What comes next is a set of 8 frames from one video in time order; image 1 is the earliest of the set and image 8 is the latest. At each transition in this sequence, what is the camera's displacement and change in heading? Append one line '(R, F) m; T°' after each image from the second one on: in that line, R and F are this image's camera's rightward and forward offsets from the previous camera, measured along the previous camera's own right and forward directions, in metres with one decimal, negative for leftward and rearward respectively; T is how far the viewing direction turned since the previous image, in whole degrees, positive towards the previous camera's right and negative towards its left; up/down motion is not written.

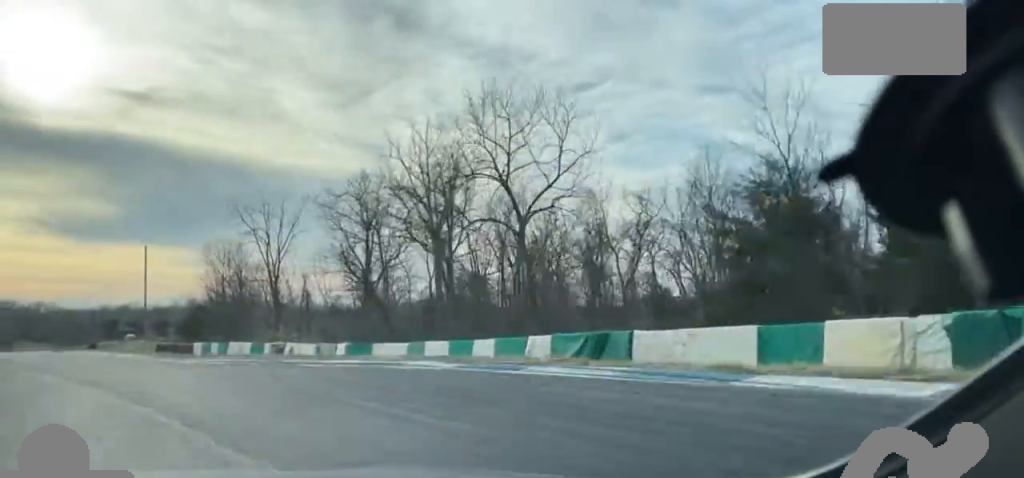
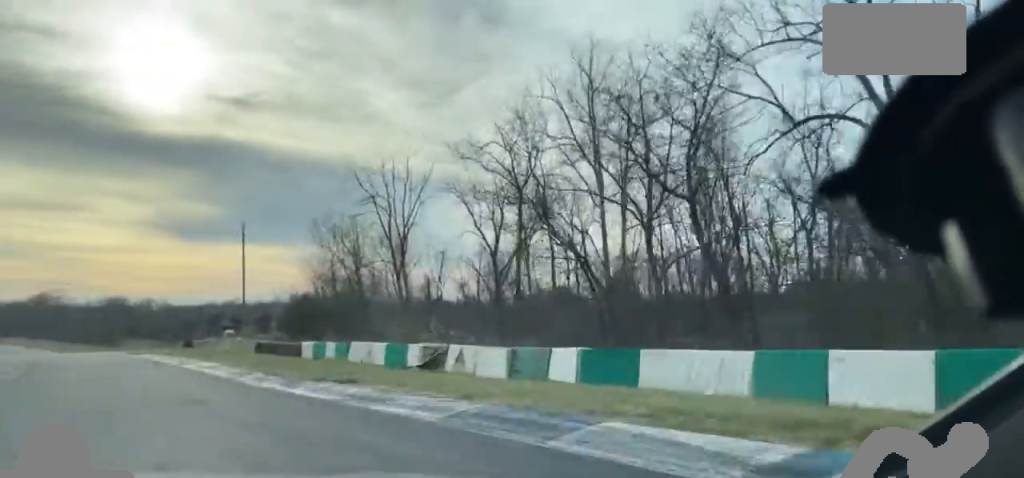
(-2.1, +19.6) m; -7°
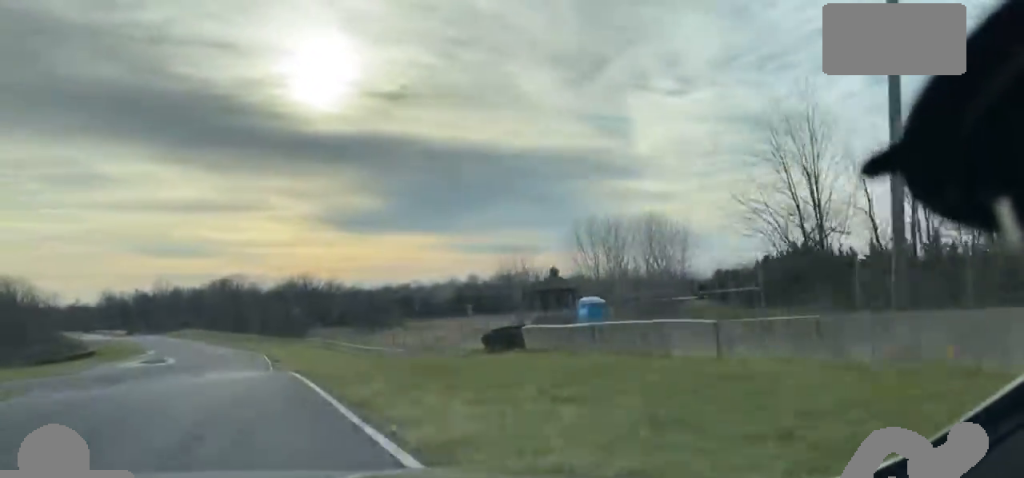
(-9.8, +72.1) m; -10°
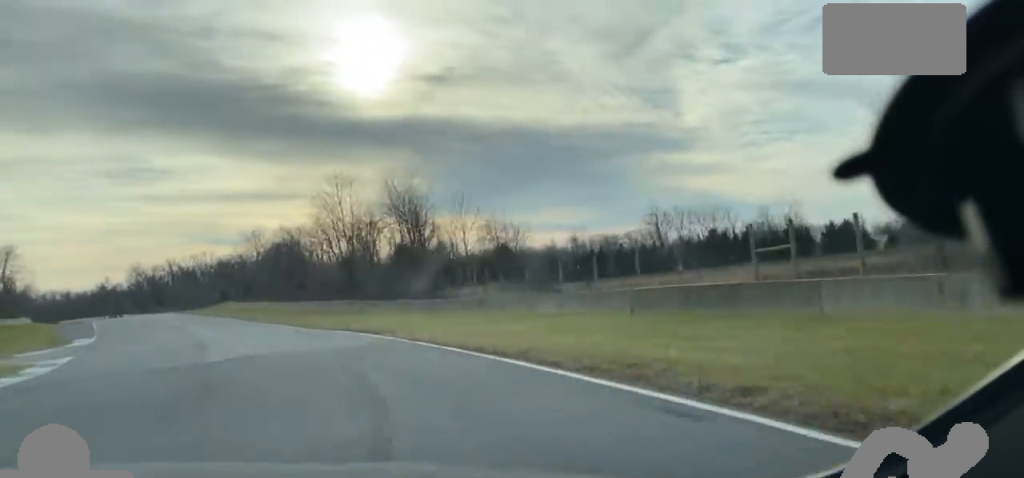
(-0.5, +89.2) m; -3°
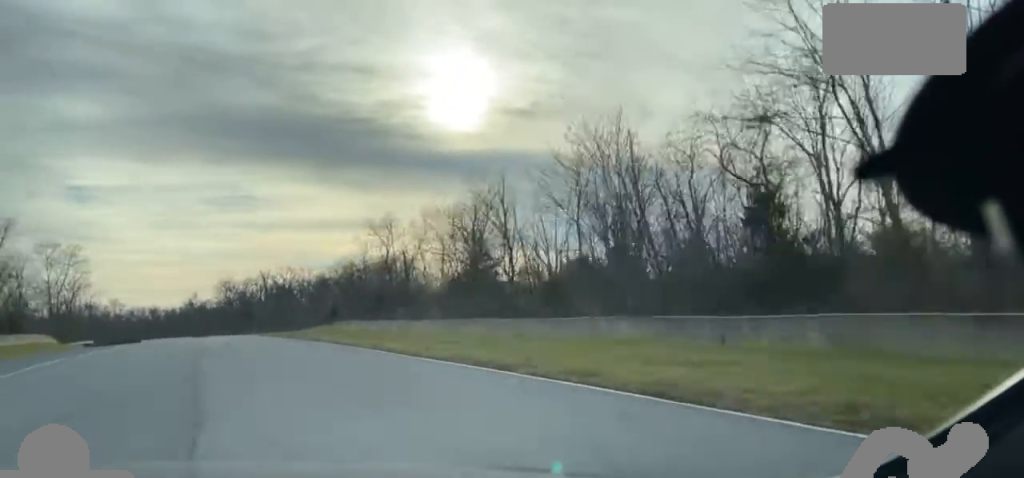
(-3.2, +60.1) m; -6°
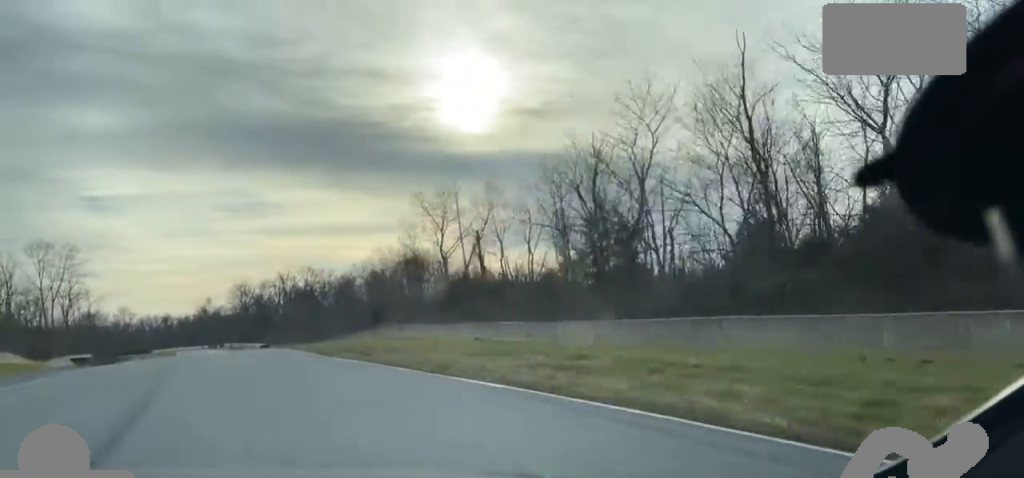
(-0.5, +24.0) m; -1°
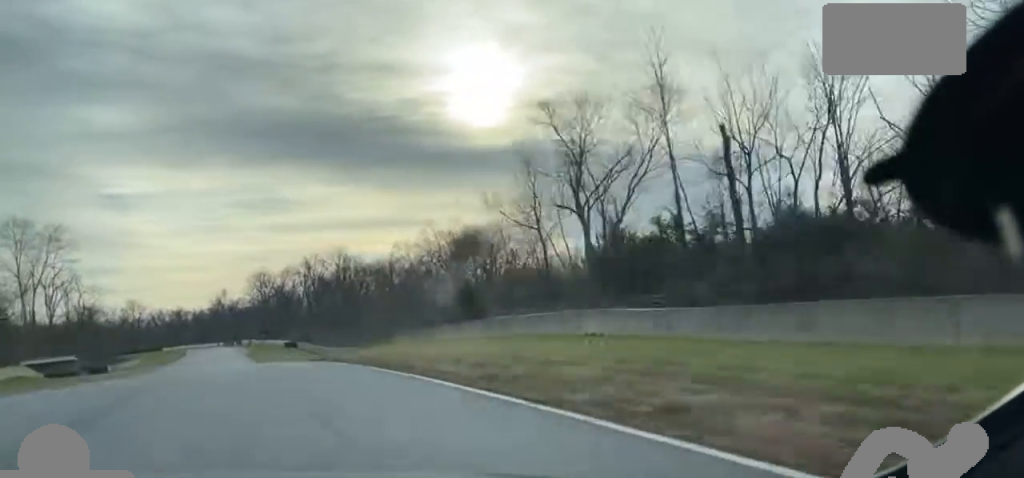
(-0.3, +33.0) m; -1°
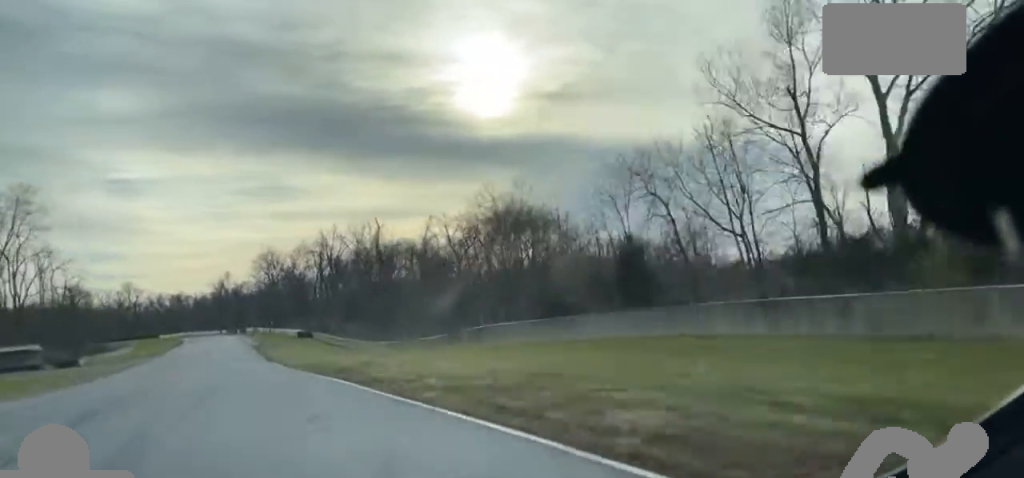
(+0.1, +25.3) m; 0°
